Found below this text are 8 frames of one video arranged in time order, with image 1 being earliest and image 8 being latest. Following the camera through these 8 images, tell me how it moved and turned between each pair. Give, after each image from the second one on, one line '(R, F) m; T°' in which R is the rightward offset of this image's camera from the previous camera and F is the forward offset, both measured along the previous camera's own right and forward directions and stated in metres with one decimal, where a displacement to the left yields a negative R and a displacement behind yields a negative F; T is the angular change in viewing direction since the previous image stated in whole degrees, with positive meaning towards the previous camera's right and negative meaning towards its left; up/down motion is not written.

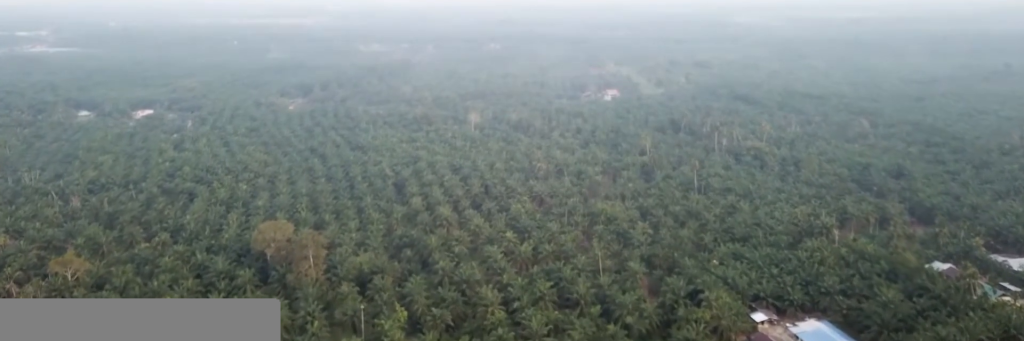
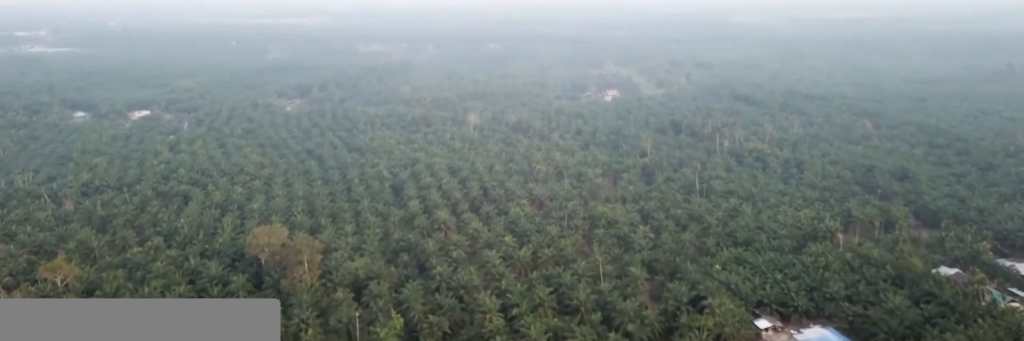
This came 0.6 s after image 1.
(0.0, +5.4) m; 0°
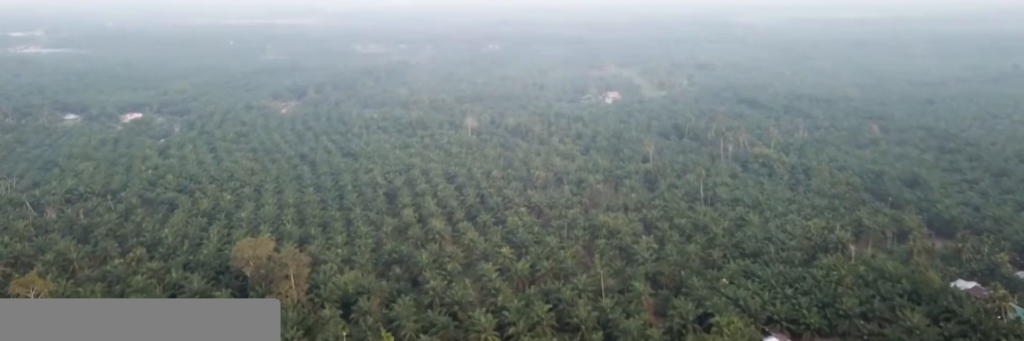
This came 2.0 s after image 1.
(0.0, +13.0) m; 0°
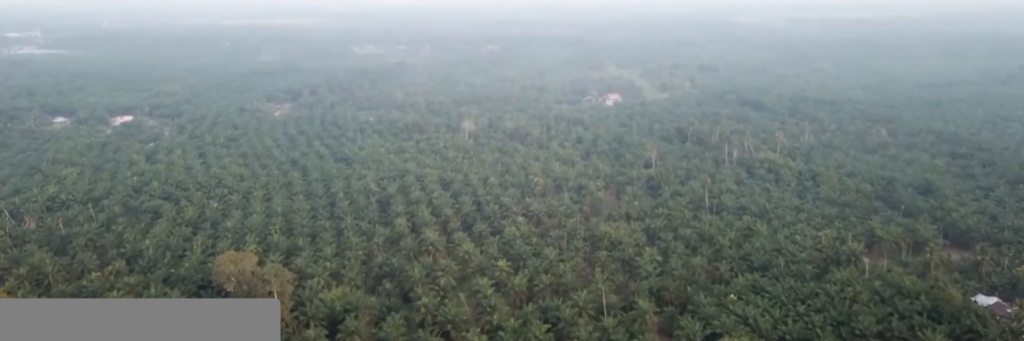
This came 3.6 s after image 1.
(0.0, +14.0) m; 0°
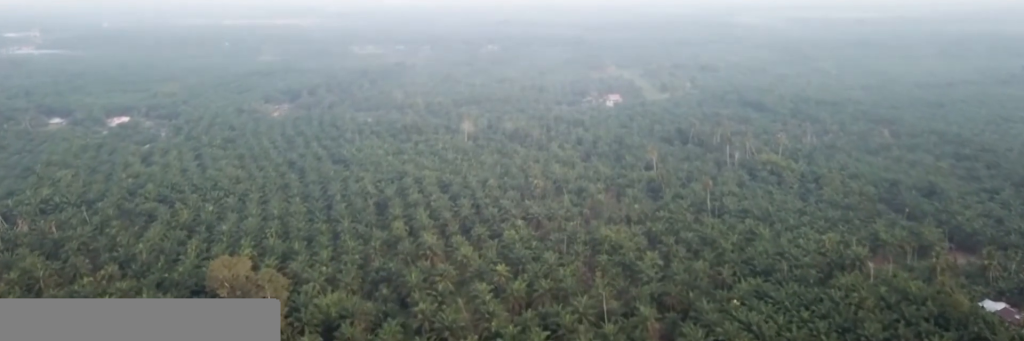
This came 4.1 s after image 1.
(0.0, +4.9) m; +1°
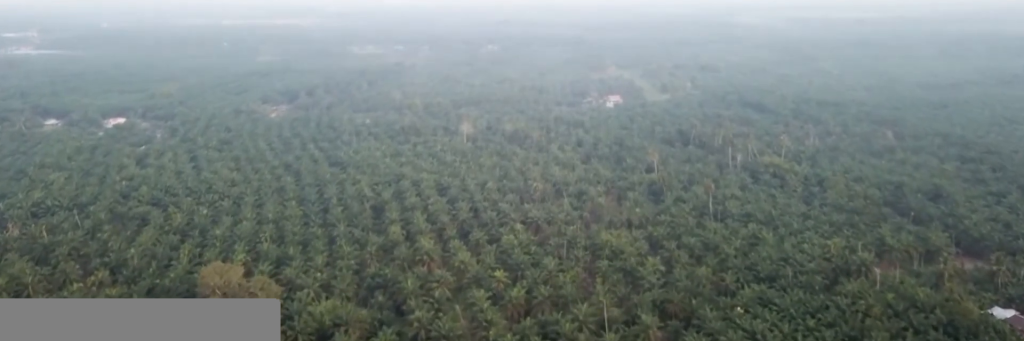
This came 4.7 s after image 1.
(-0.1, +5.8) m; +1°
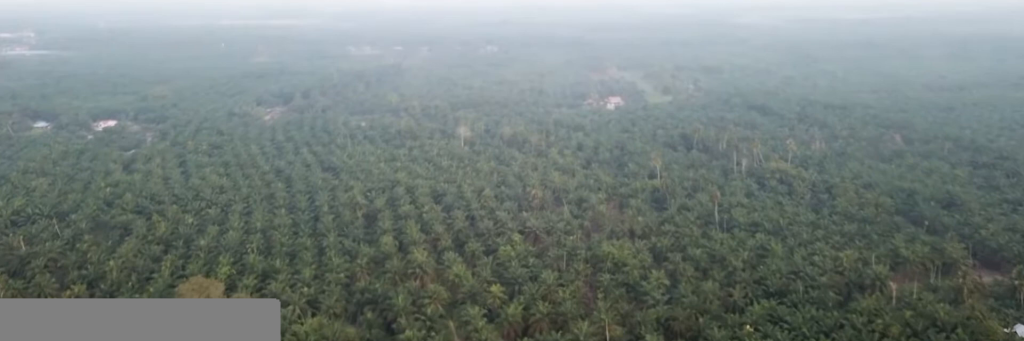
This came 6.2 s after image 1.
(-0.1, +13.4) m; -3°
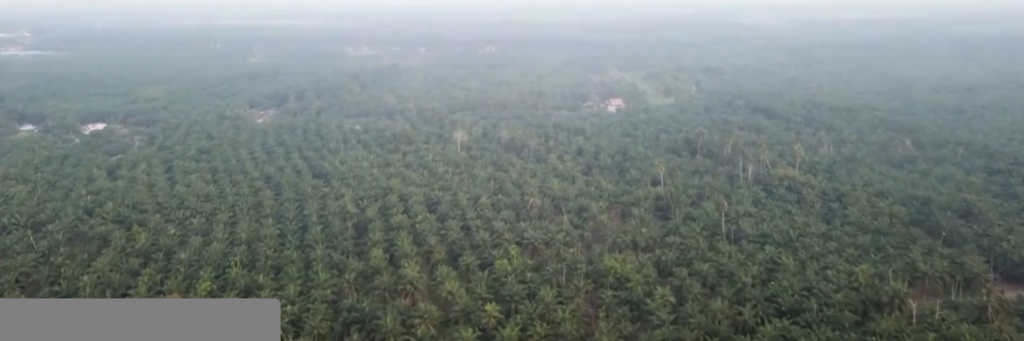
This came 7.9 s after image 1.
(-0.1, +15.5) m; +1°
